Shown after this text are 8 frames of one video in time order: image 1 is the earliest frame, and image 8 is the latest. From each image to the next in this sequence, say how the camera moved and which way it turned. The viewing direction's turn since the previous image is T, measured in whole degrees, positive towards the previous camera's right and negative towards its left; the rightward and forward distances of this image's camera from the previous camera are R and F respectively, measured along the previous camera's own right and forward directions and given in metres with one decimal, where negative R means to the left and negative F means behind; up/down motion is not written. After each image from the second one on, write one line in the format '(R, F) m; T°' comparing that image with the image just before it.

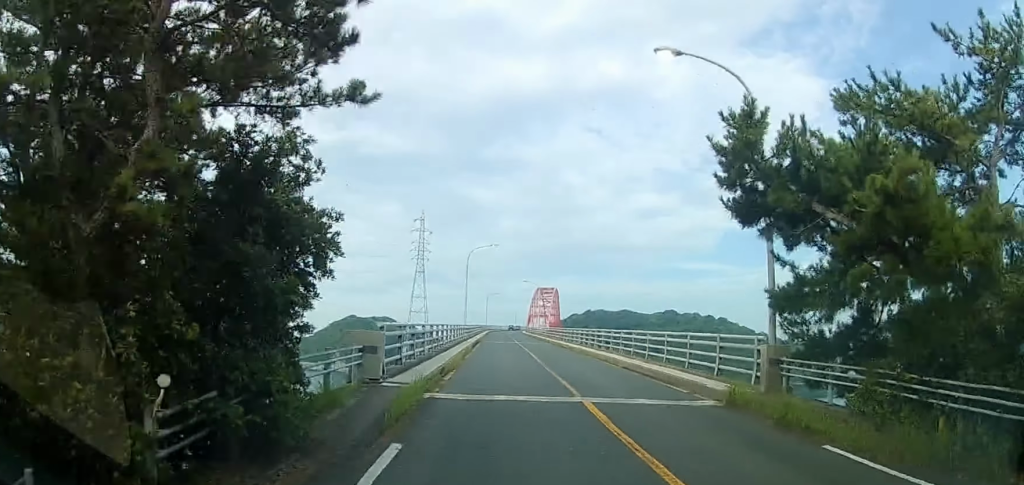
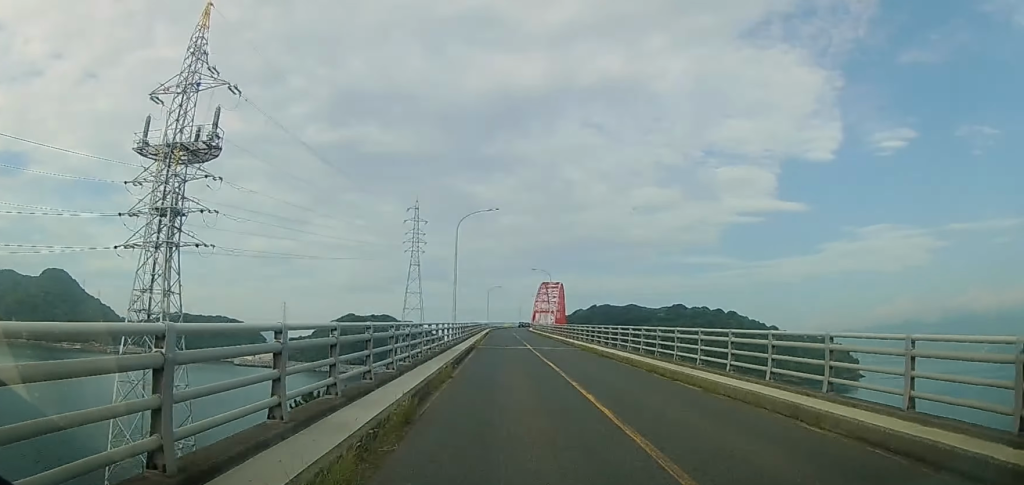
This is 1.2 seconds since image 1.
(0.0, +14.4) m; 0°
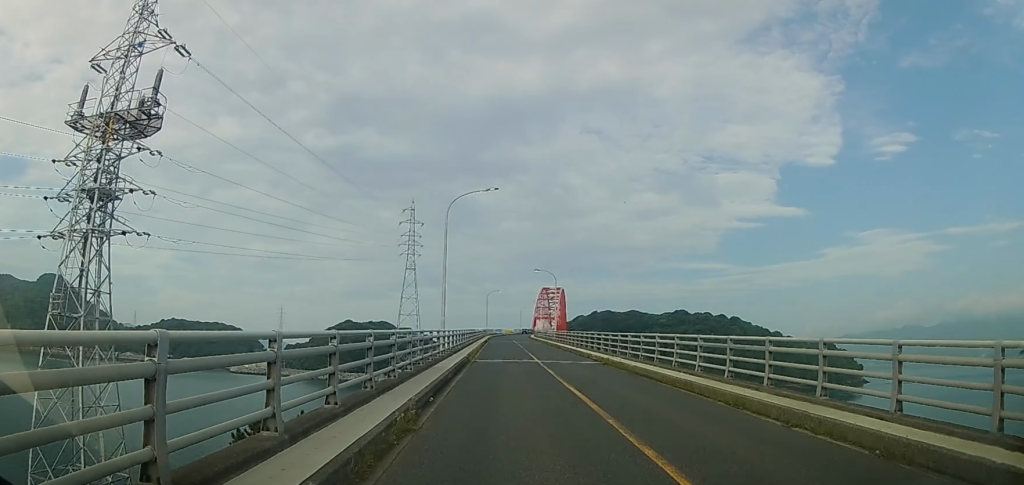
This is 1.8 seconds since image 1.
(0.0, +7.2) m; 0°
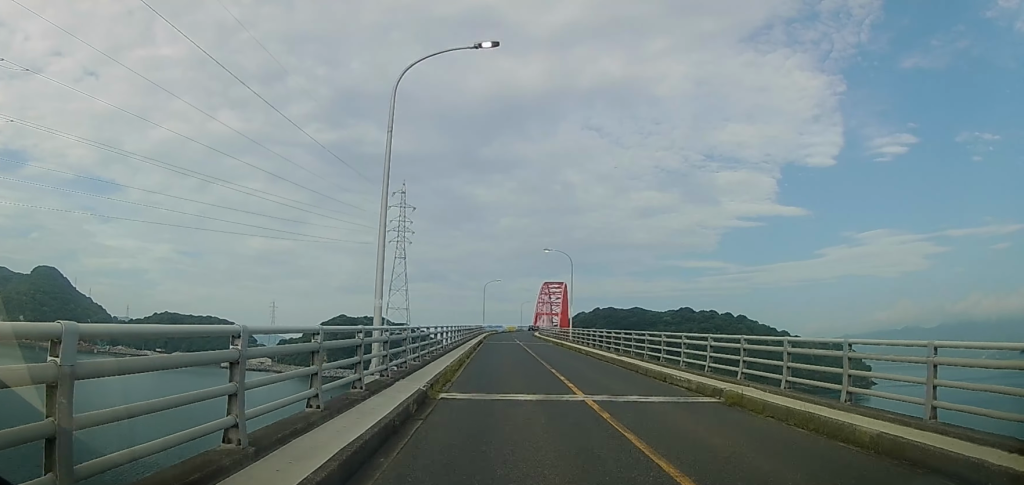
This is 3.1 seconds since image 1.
(+0.2, +18.0) m; +1°
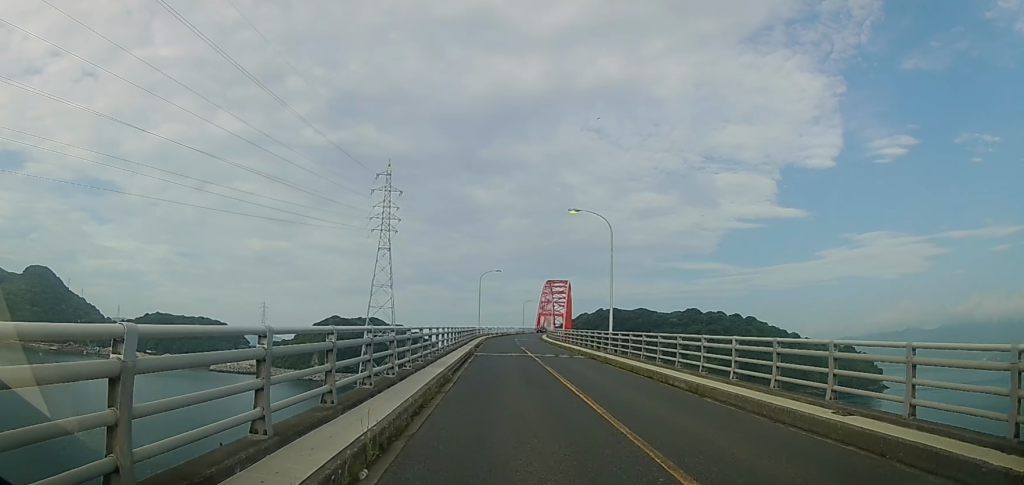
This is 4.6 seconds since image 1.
(+0.4, +22.5) m; 0°
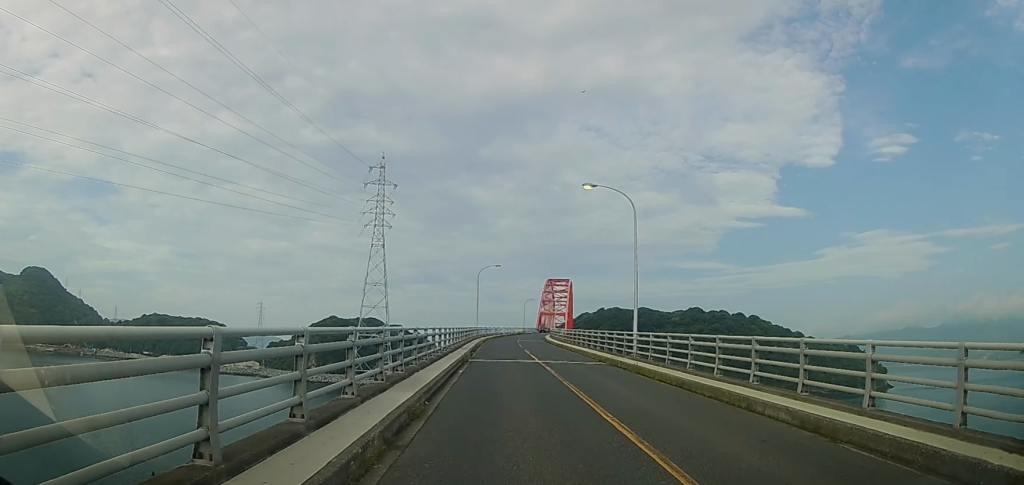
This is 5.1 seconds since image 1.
(-0.1, +6.4) m; 0°
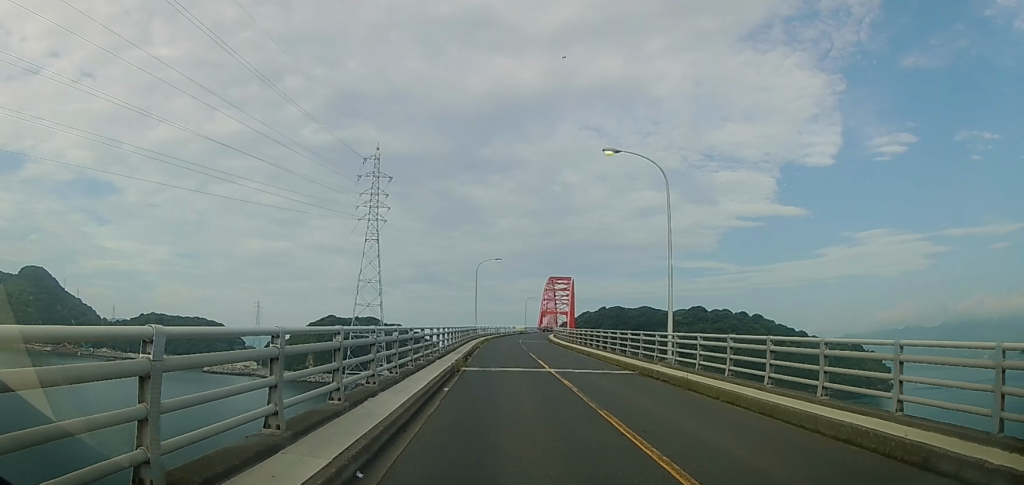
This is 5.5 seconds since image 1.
(-0.2, +6.3) m; 0°
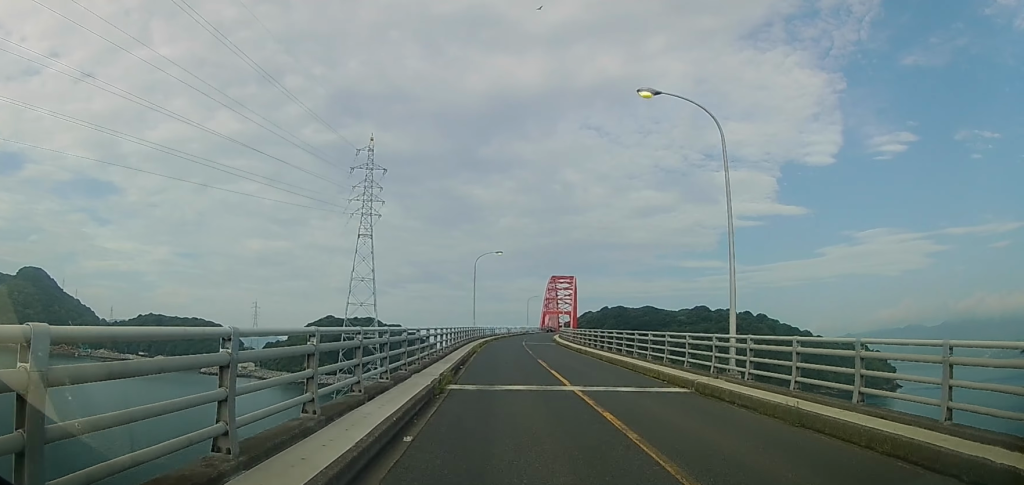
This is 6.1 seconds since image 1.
(+0.1, +7.1) m; 0°
